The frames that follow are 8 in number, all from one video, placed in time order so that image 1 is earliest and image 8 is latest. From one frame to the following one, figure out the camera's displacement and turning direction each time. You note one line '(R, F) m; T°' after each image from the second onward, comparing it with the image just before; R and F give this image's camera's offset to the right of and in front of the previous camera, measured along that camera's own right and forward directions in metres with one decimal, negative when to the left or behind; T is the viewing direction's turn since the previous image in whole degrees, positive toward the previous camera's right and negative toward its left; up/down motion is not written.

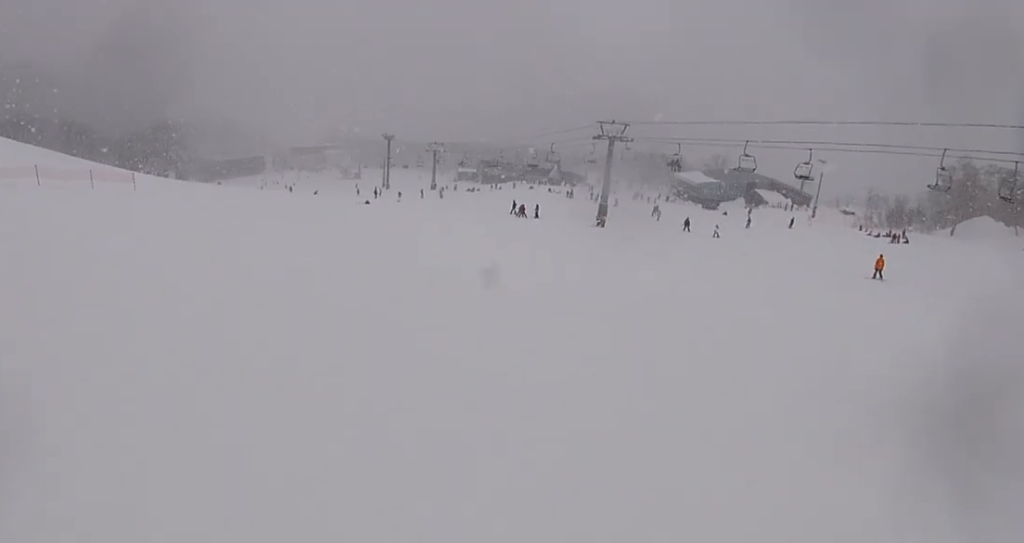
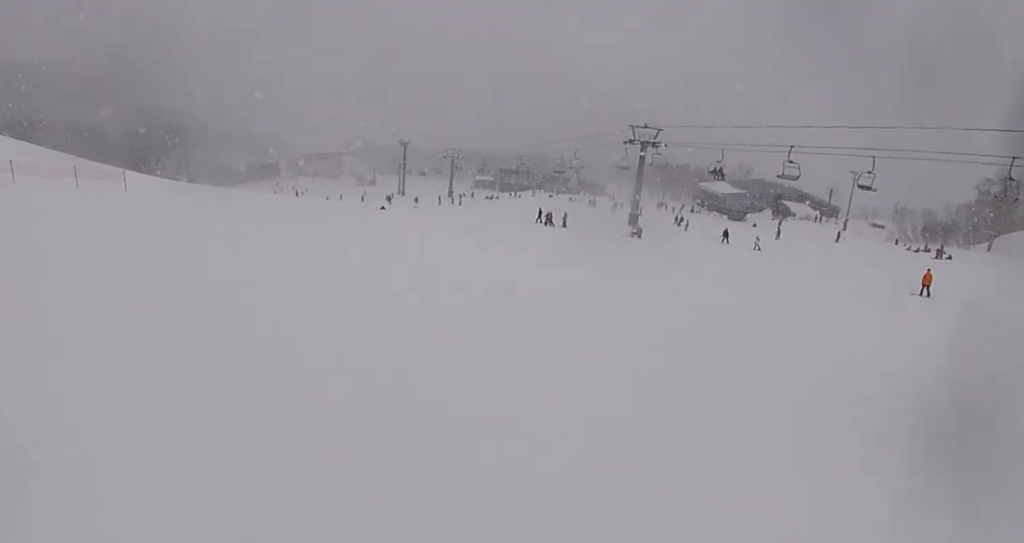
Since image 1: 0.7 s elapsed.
(-0.1, +5.5) m; -4°
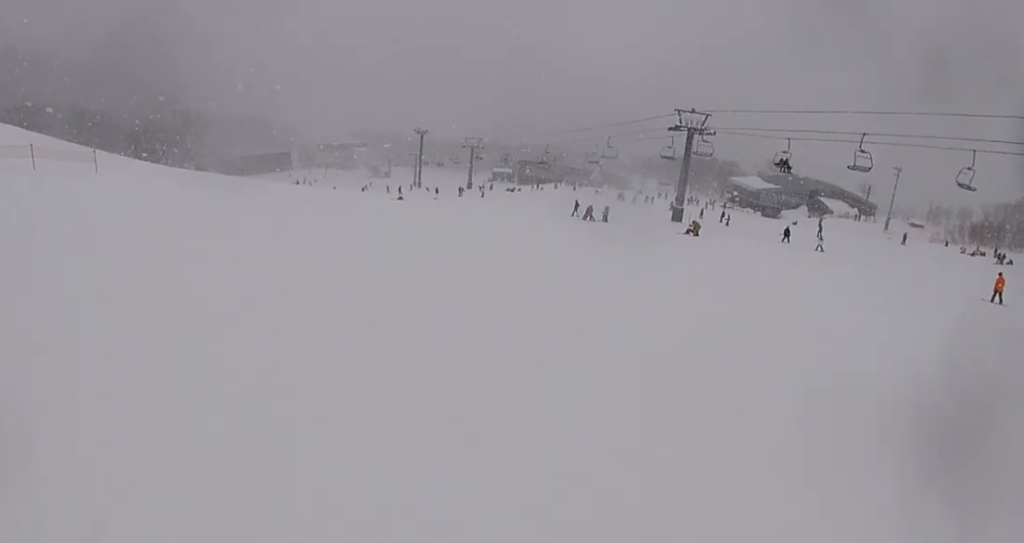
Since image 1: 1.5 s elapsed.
(-0.4, +7.5) m; -2°
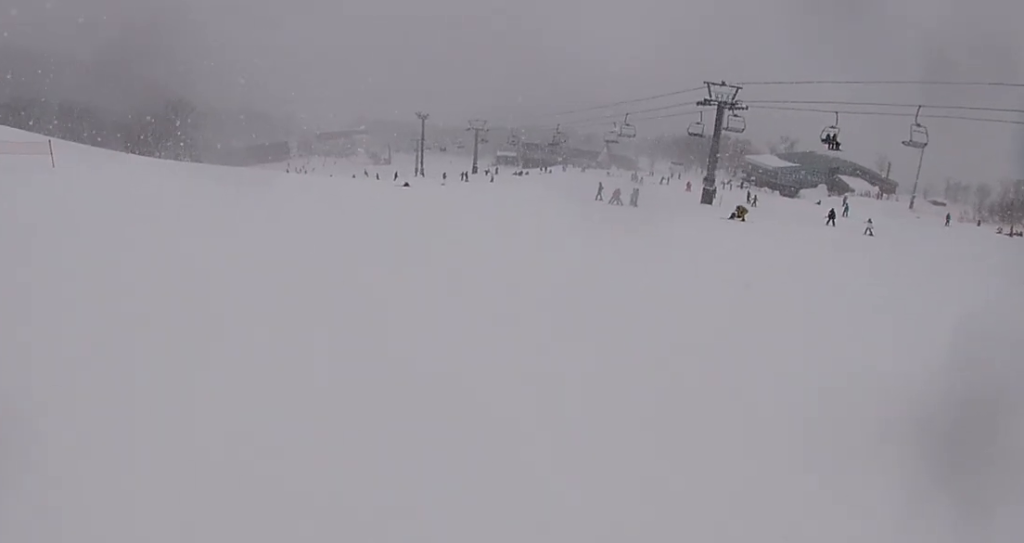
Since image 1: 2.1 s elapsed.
(-0.1, +5.7) m; 0°
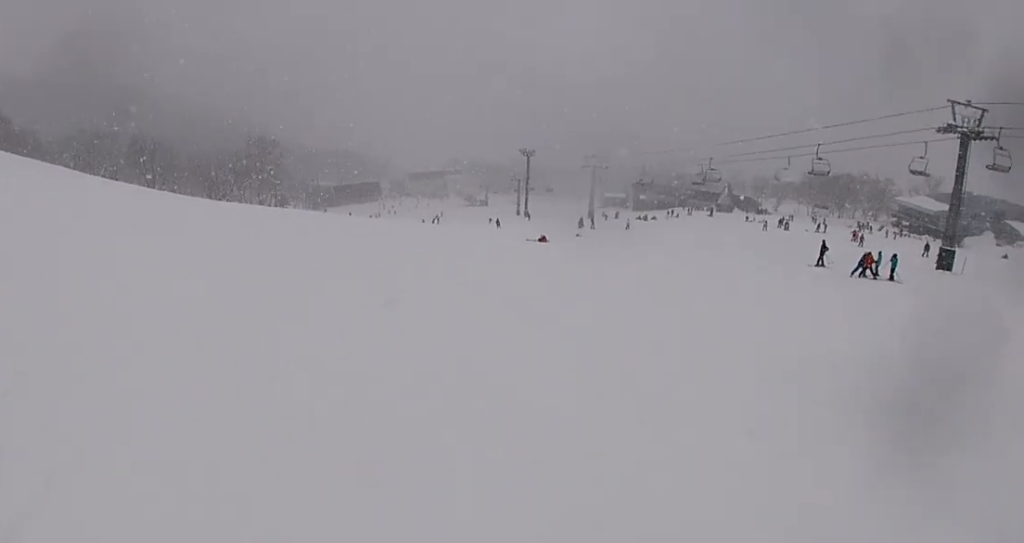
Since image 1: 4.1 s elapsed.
(-0.5, +18.7) m; -7°
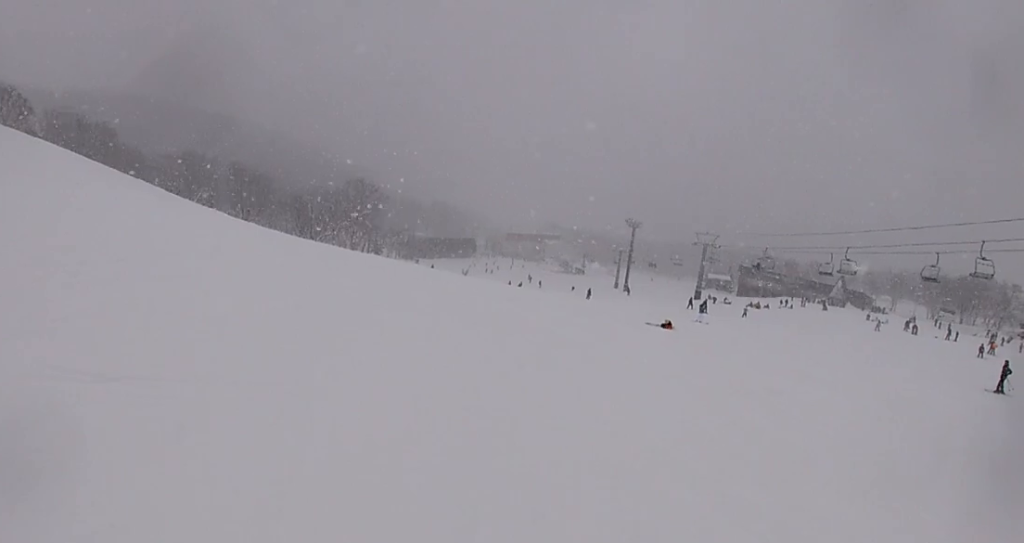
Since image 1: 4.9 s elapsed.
(-0.4, +7.0) m; -2°
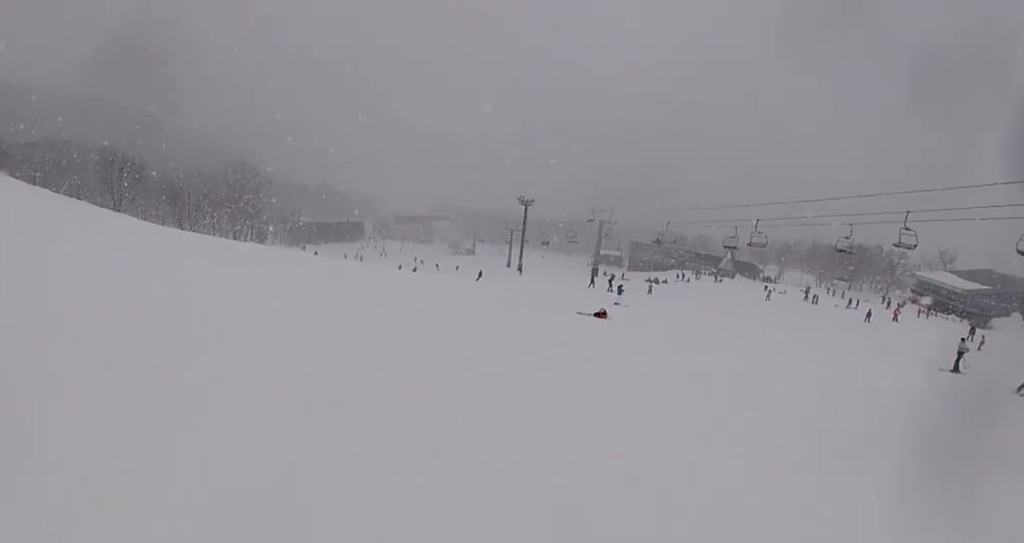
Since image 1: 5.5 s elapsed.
(-0.1, +5.6) m; +3°
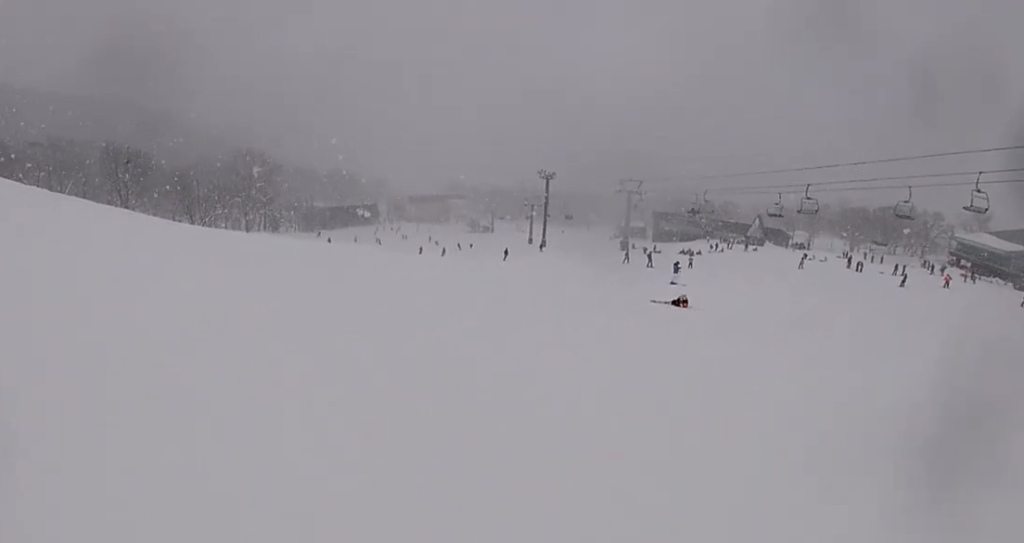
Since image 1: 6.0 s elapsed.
(+0.2, +4.8) m; +2°
